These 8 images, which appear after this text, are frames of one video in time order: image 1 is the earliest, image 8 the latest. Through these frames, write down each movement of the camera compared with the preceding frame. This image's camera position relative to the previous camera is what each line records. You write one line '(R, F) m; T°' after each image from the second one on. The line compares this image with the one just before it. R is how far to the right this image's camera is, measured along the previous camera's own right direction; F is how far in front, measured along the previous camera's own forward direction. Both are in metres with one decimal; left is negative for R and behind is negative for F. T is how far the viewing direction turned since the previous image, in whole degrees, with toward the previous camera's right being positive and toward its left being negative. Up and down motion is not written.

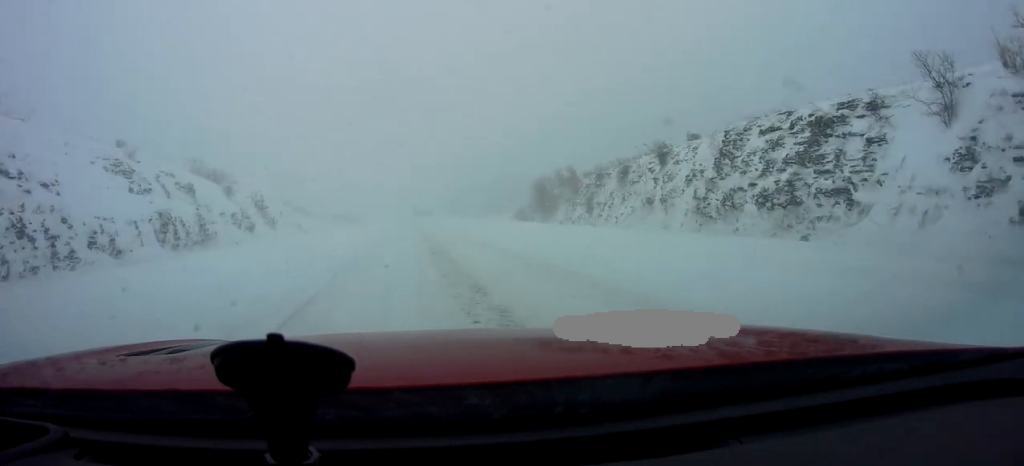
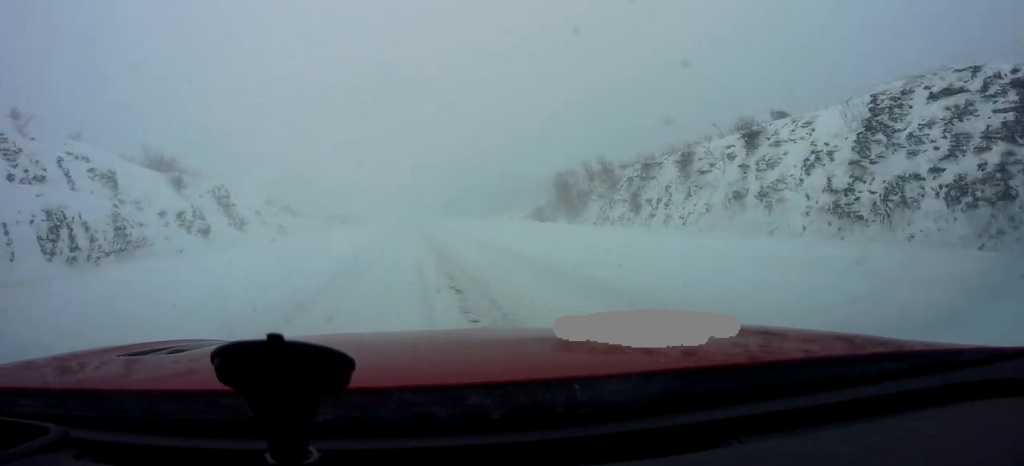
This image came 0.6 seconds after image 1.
(0.0, +8.9) m; +1°
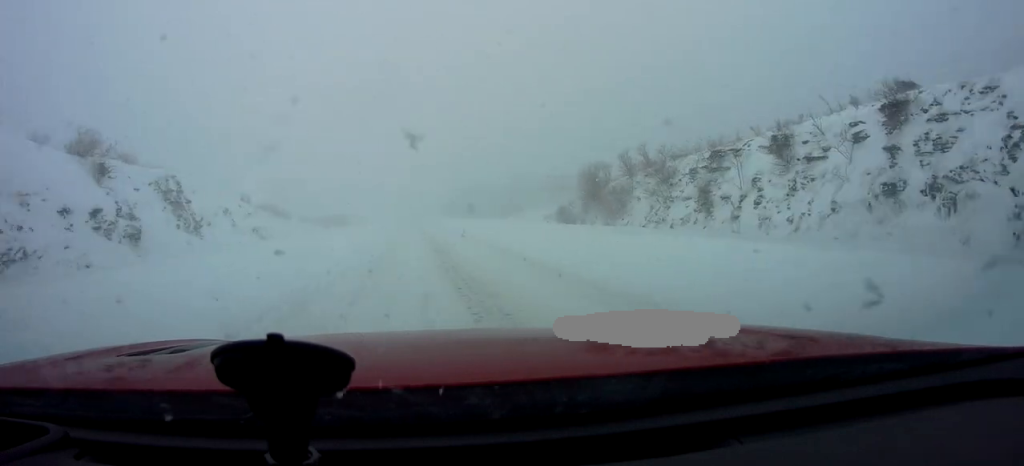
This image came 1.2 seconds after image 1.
(0.0, +8.3) m; +1°
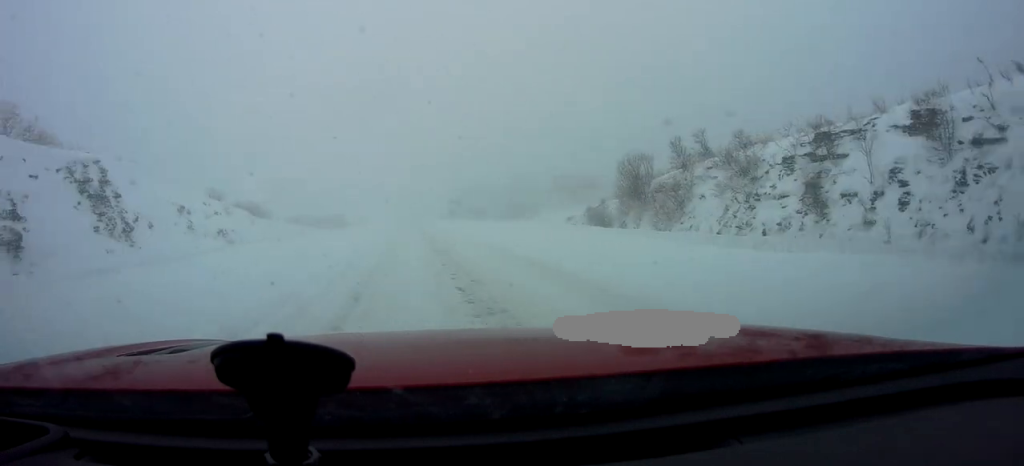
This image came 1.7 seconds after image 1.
(0.0, +7.7) m; +1°
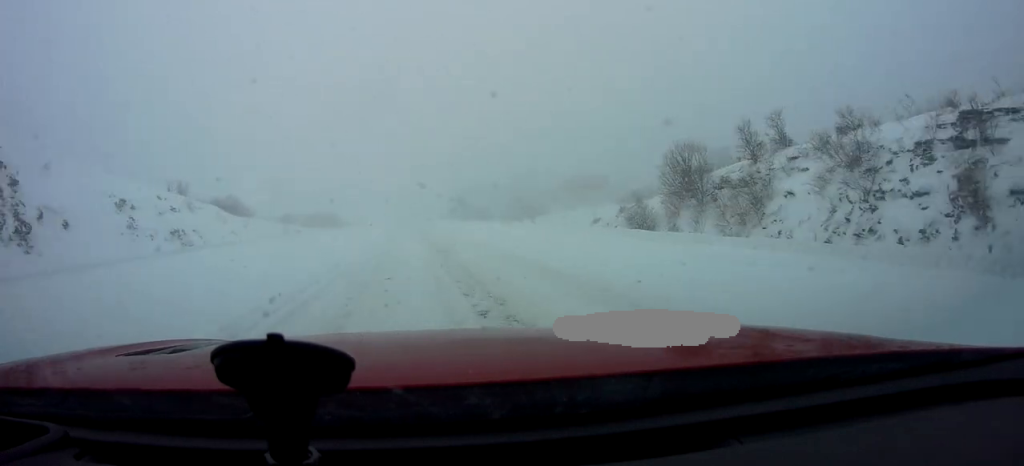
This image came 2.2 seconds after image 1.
(+0.1, +6.9) m; 0°
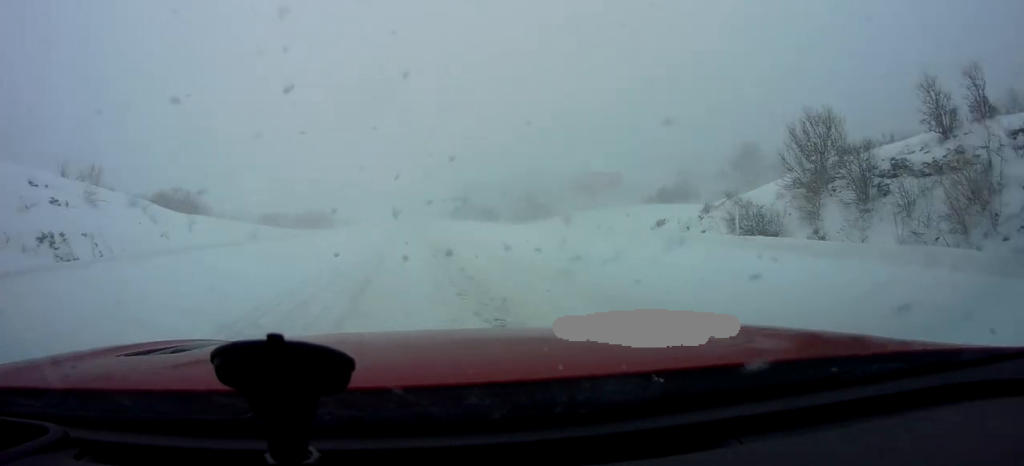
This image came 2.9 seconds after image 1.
(+0.3, +10.9) m; -1°
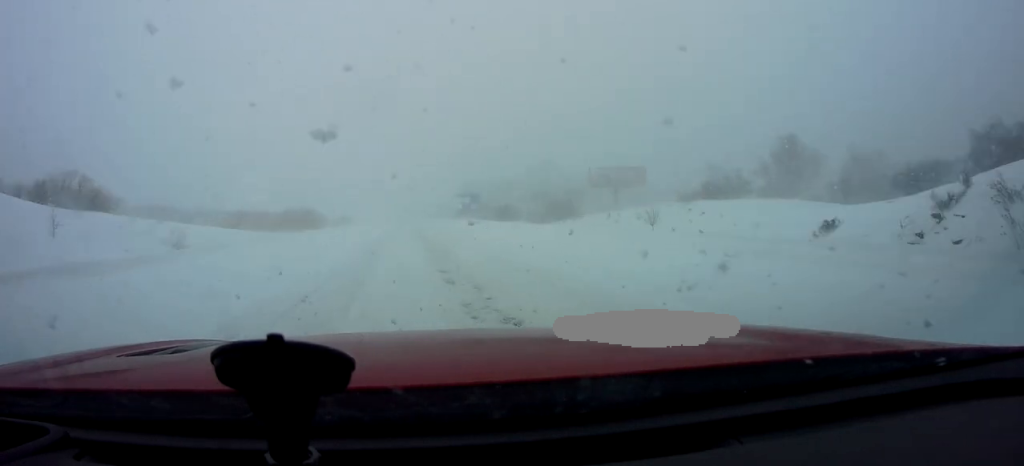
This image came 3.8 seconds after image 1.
(-0.5, +13.5) m; -1°
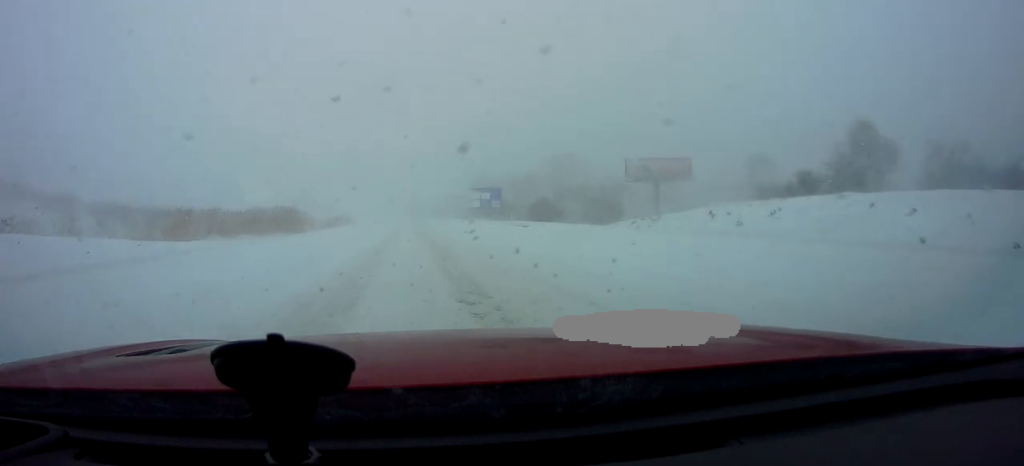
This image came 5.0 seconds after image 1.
(+0.1, +18.5) m; 0°
